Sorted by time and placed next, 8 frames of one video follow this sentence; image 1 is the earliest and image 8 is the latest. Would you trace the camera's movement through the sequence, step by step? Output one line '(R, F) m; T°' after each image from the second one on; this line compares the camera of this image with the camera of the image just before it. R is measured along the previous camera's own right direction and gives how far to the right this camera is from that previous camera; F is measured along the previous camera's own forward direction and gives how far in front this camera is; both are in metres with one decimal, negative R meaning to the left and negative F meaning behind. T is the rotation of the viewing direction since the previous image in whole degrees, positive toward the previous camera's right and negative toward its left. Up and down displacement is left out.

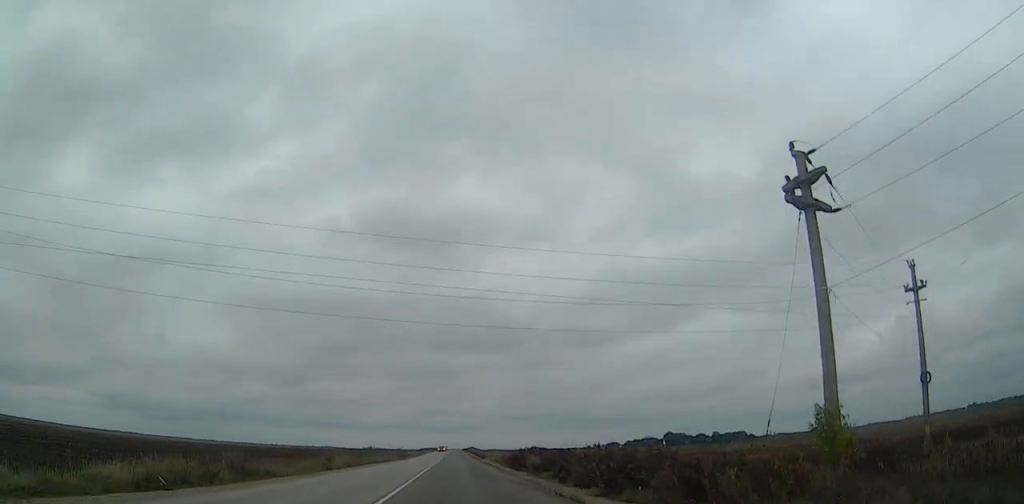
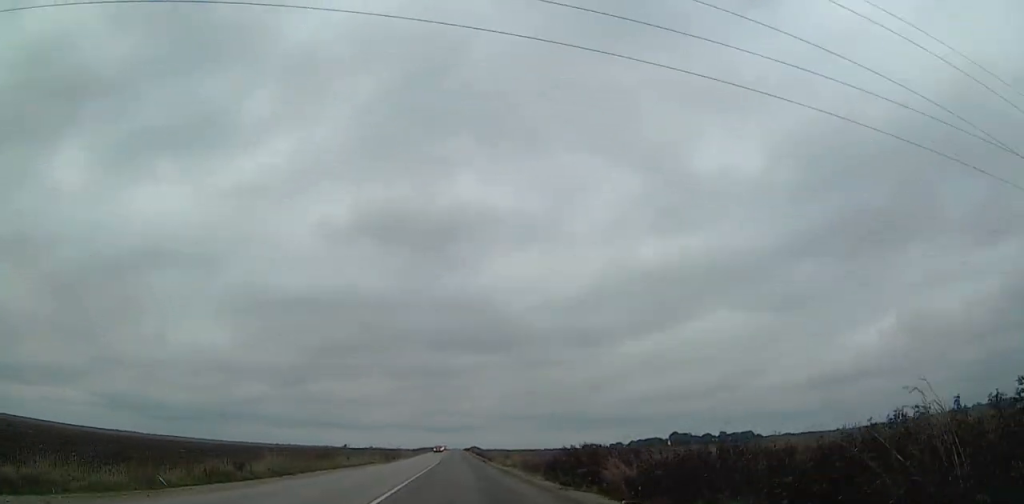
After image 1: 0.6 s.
(0.0, +19.3) m; 0°
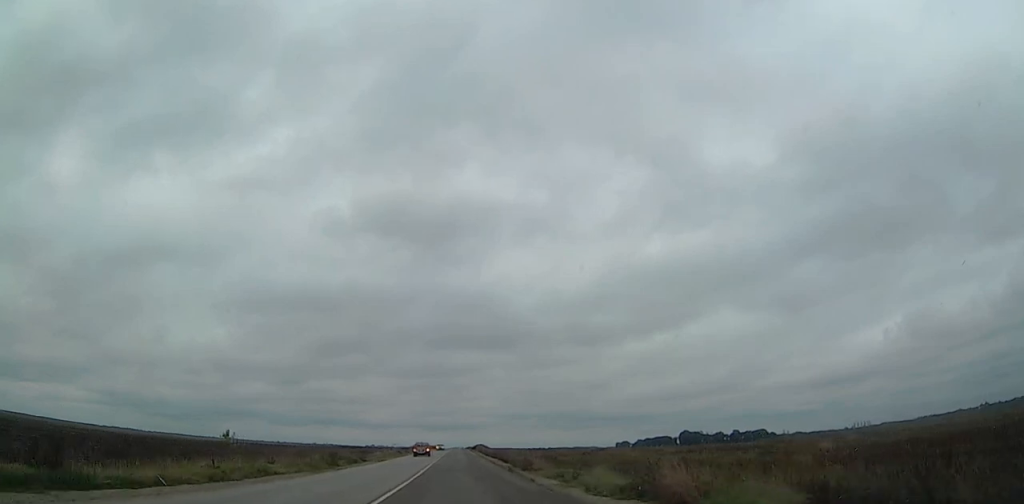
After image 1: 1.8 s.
(-0.1, +34.9) m; 0°
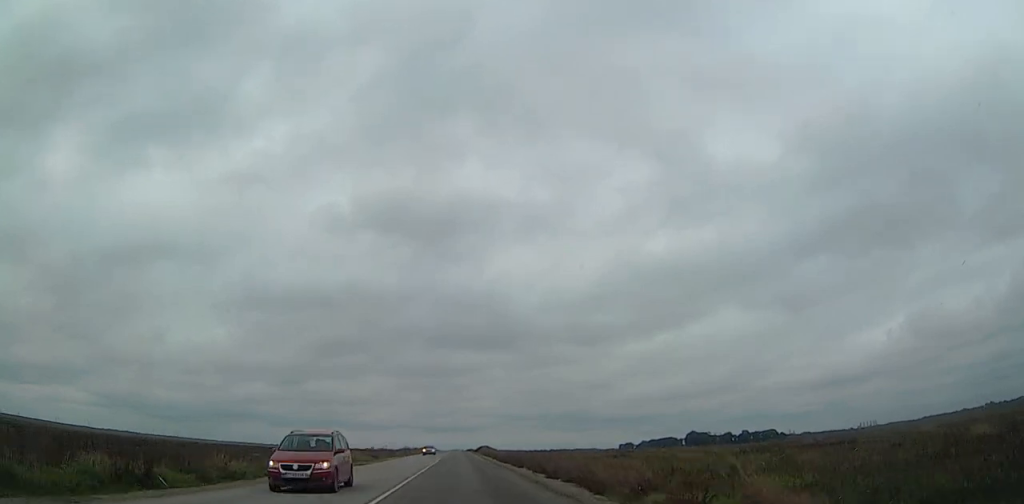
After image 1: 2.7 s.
(0.0, +27.8) m; 0°
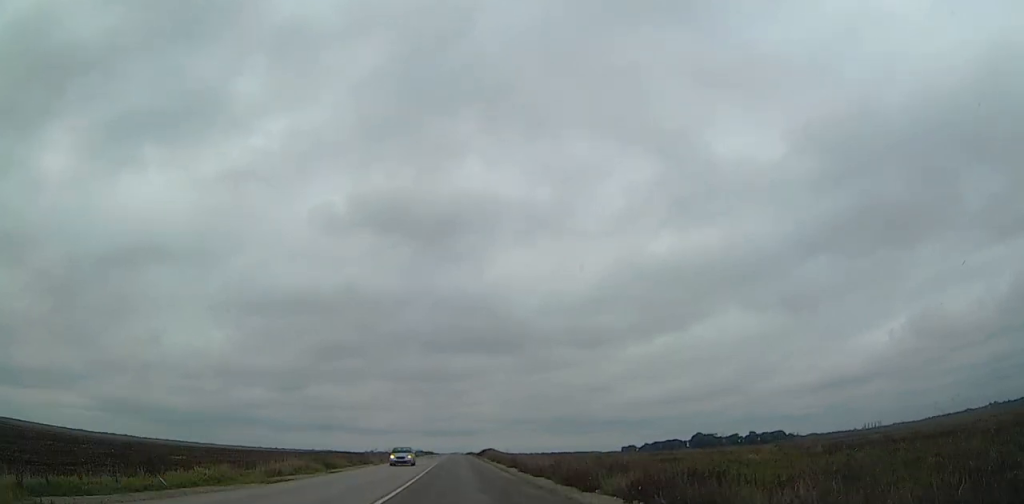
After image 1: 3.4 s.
(0.0, +22.7) m; 0°
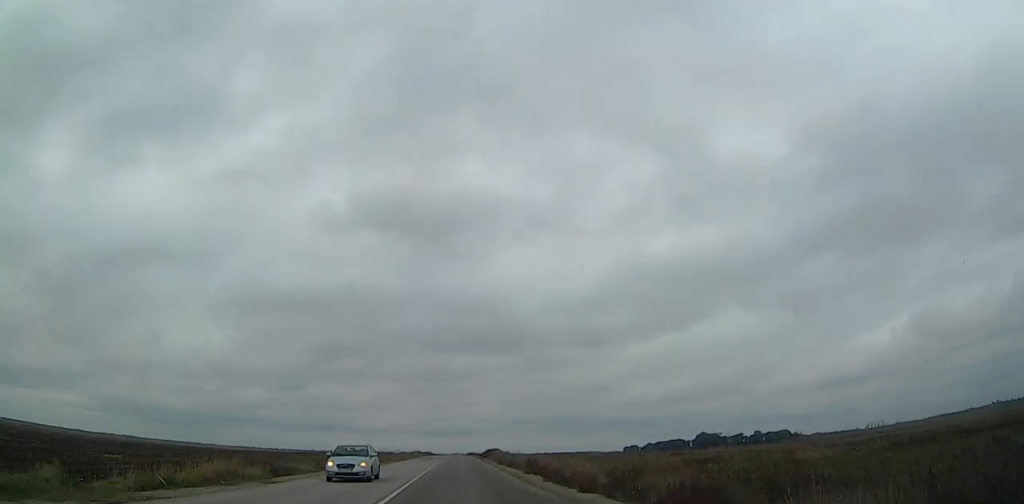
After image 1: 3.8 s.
(0.0, +12.4) m; 0°
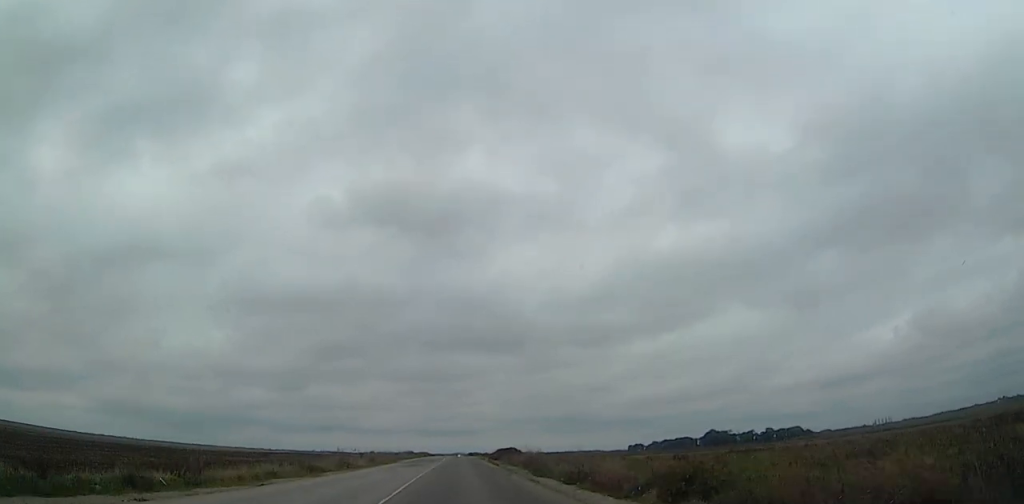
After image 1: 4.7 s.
(0.0, +28.8) m; 0°
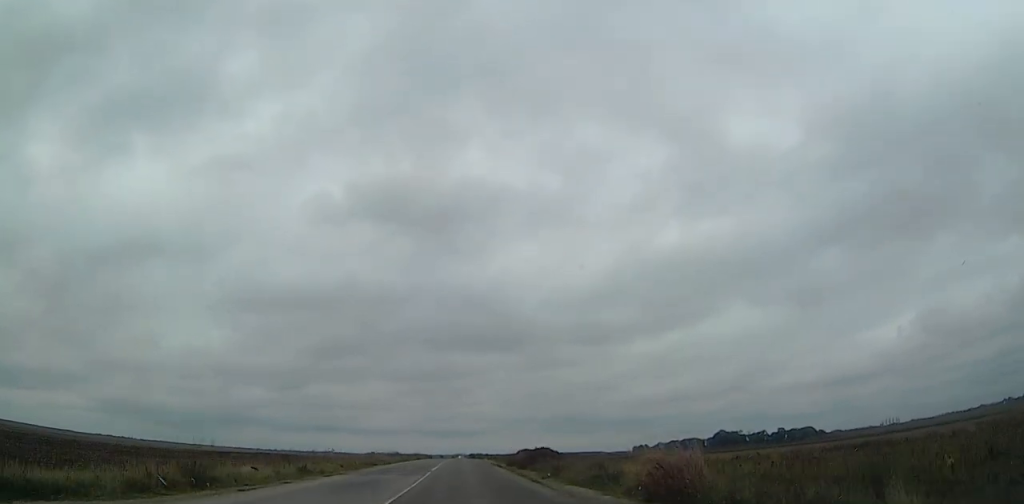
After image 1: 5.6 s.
(-0.1, +27.7) m; 0°
